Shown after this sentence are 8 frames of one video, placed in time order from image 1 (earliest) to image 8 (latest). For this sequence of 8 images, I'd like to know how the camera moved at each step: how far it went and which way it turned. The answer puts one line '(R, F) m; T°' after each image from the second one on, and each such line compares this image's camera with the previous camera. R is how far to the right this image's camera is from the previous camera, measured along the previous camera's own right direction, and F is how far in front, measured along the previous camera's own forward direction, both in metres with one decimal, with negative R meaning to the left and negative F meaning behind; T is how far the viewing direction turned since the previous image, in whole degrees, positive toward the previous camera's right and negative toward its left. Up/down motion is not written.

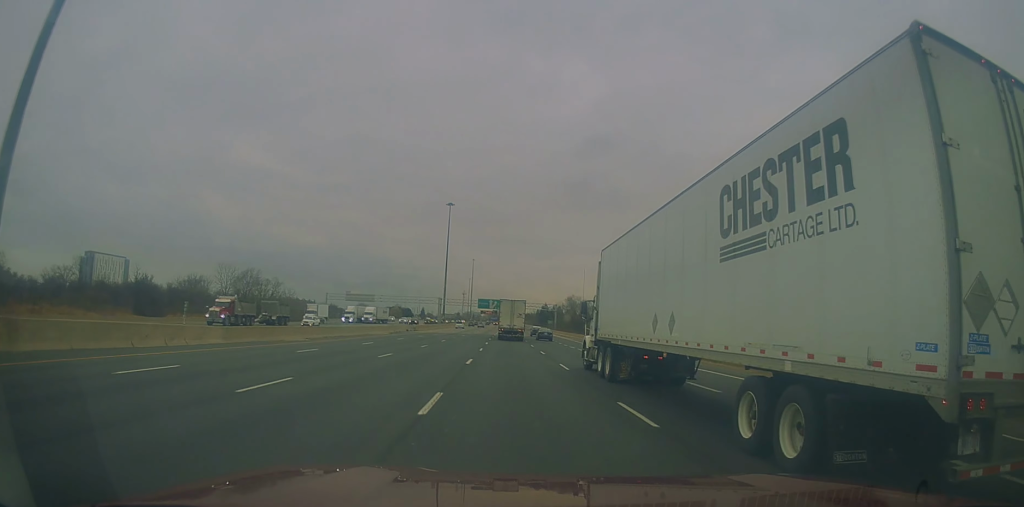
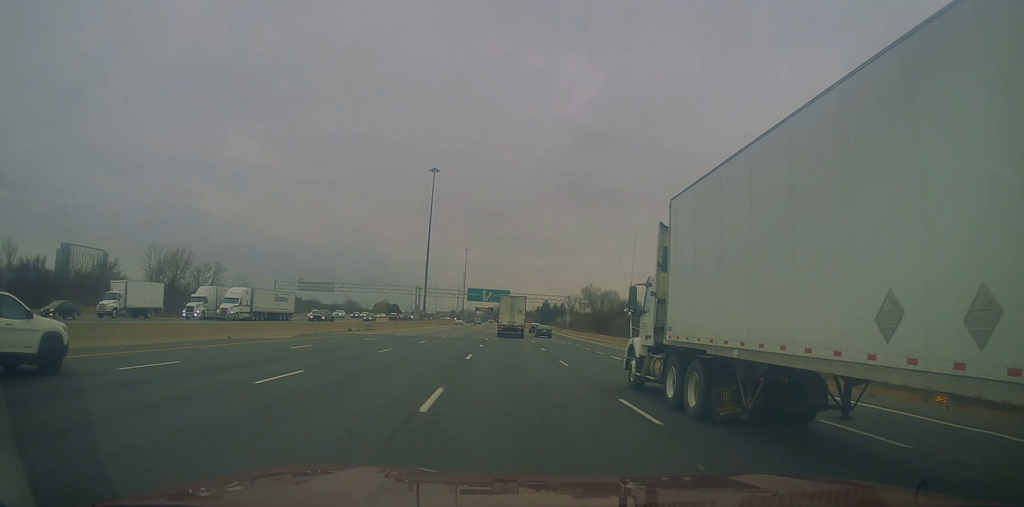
(+0.2, +37.3) m; +1°
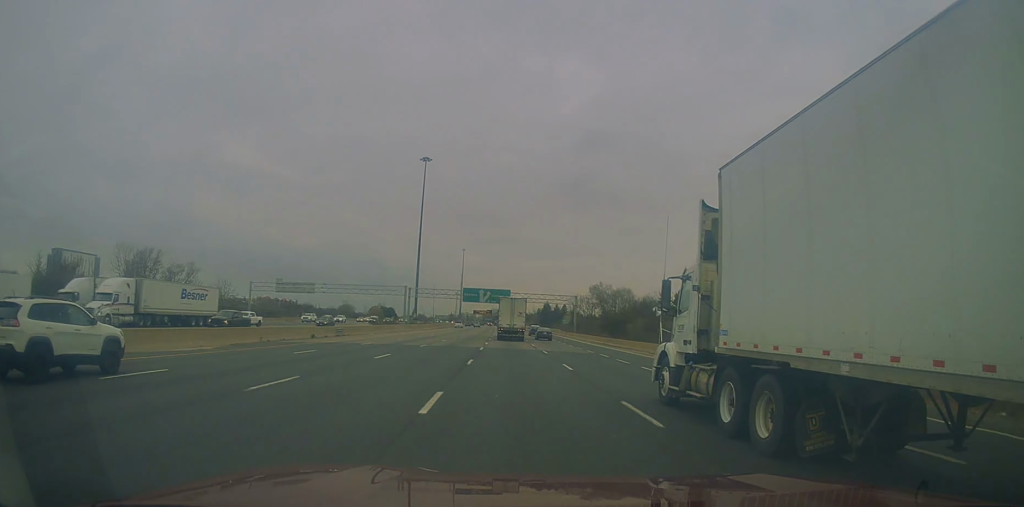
(+0.2, +12.8) m; 0°
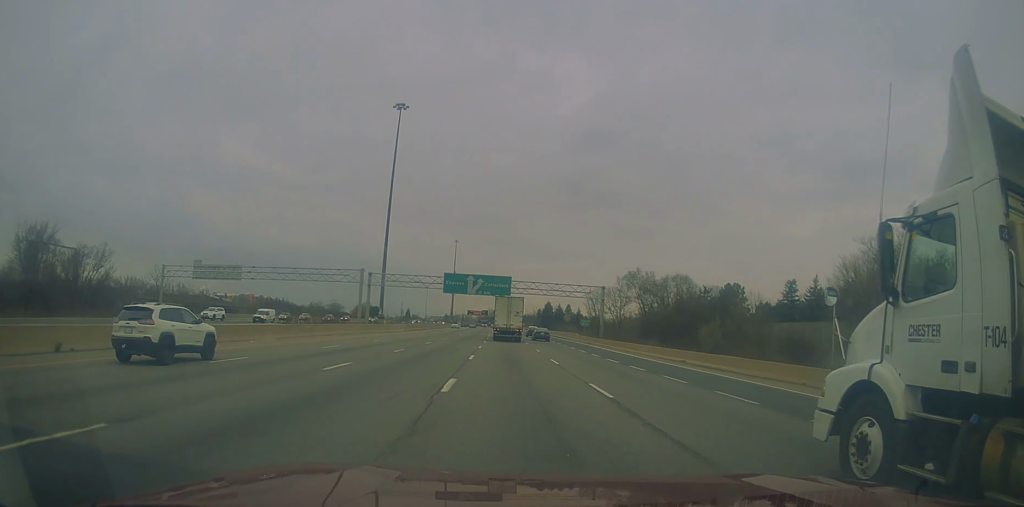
(-0.4, +32.7) m; 0°
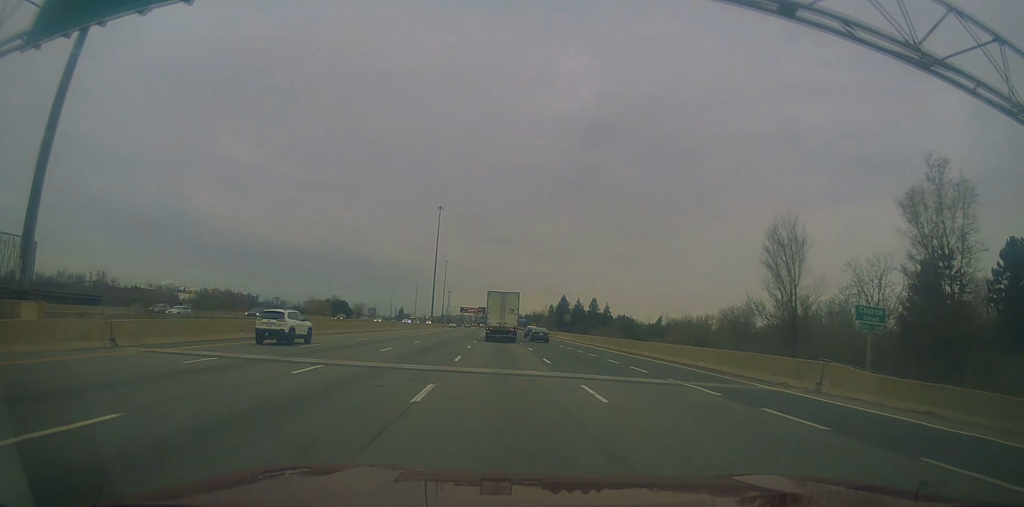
(+1.8, +72.8) m; 0°
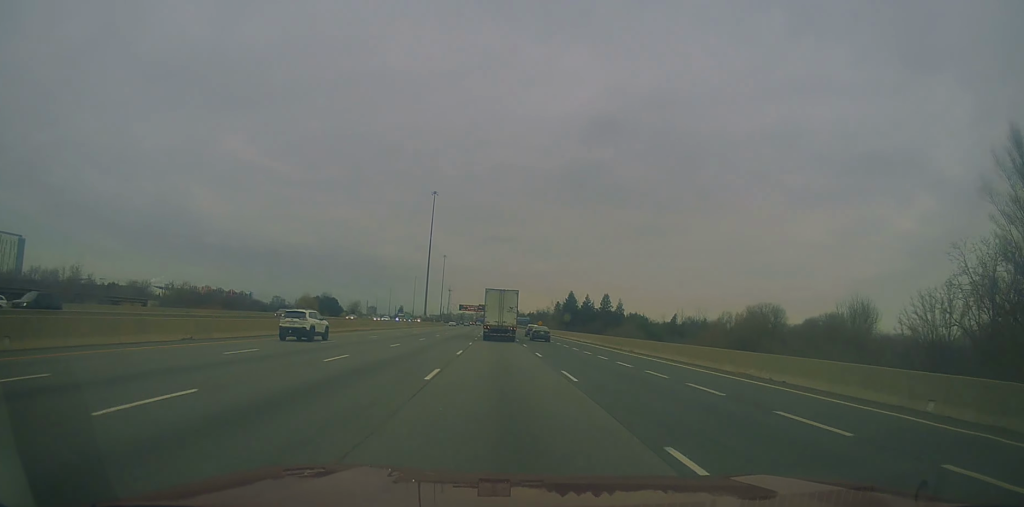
(-0.7, +19.9) m; -1°
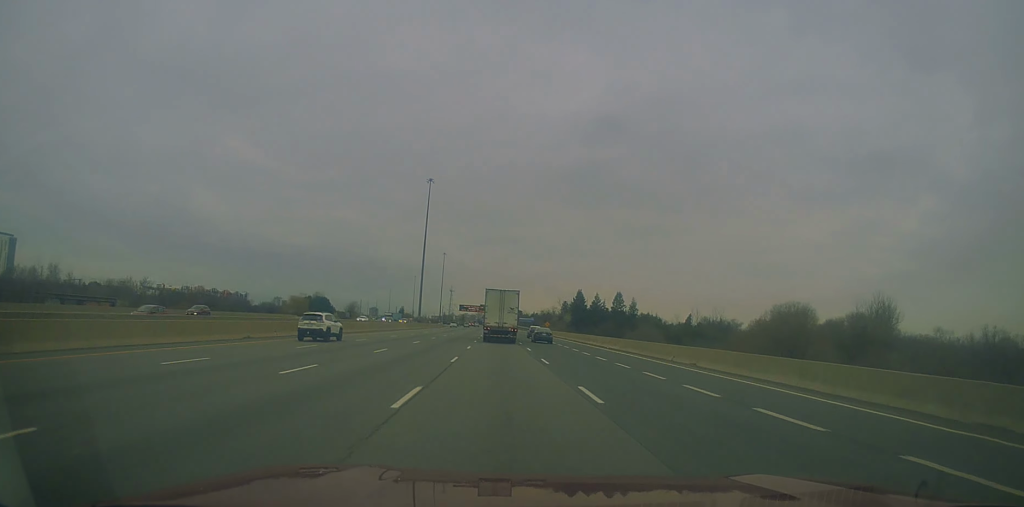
(-0.1, +15.8) m; 0°
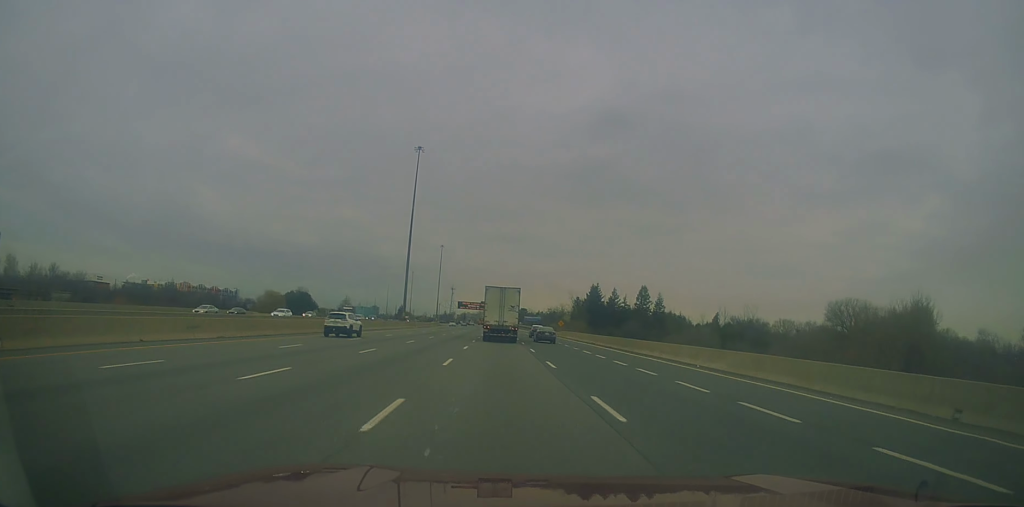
(+0.3, +26.4) m; +1°
